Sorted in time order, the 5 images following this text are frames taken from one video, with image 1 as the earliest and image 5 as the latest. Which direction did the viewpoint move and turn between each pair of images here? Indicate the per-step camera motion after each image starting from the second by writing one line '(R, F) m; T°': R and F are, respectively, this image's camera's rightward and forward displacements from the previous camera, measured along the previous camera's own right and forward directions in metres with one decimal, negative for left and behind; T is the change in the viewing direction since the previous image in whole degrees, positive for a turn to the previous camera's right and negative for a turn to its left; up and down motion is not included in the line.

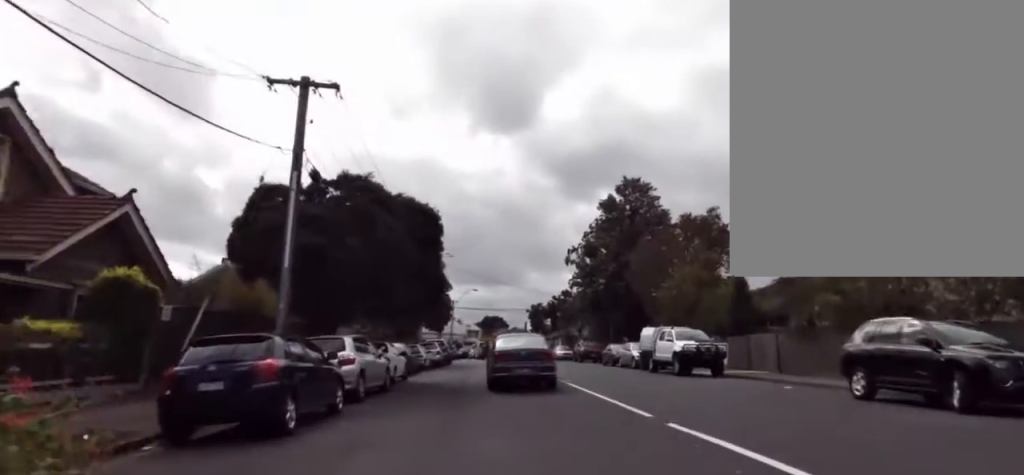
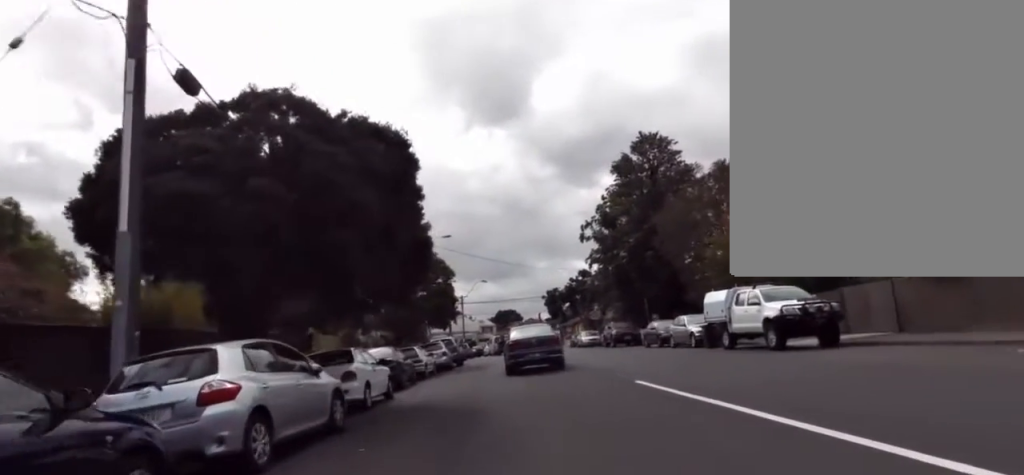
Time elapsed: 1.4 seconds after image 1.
(-0.9, +7.3) m; 0°
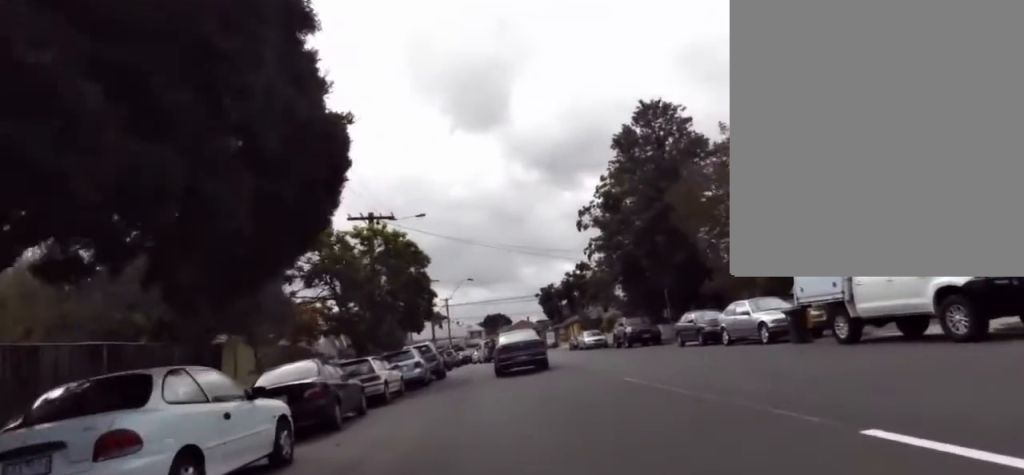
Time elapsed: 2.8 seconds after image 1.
(+0.9, +8.6) m; +2°
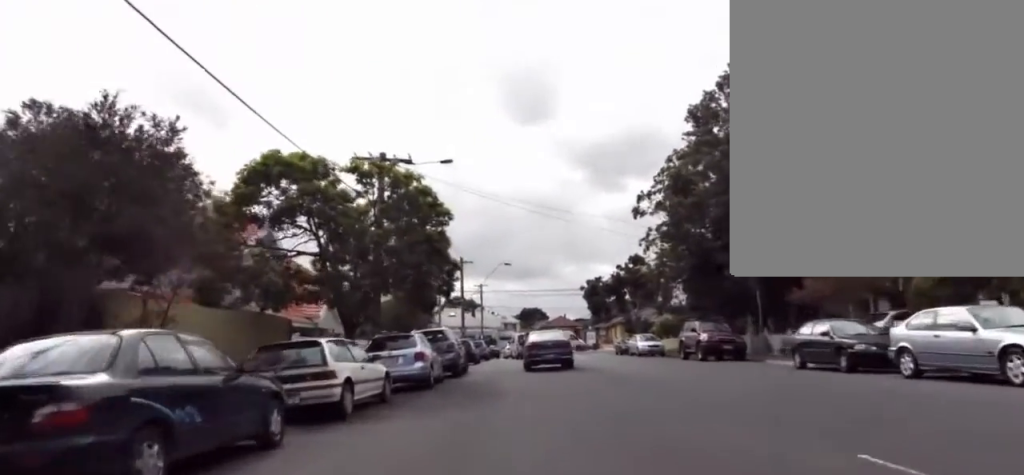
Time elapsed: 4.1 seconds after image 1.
(-0.8, +7.3) m; -8°
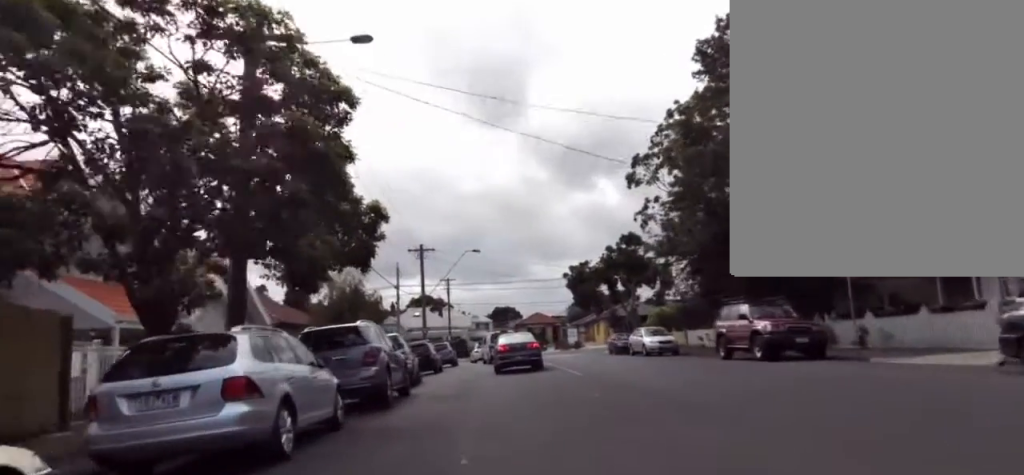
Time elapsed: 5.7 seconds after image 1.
(+0.2, +9.3) m; +10°
